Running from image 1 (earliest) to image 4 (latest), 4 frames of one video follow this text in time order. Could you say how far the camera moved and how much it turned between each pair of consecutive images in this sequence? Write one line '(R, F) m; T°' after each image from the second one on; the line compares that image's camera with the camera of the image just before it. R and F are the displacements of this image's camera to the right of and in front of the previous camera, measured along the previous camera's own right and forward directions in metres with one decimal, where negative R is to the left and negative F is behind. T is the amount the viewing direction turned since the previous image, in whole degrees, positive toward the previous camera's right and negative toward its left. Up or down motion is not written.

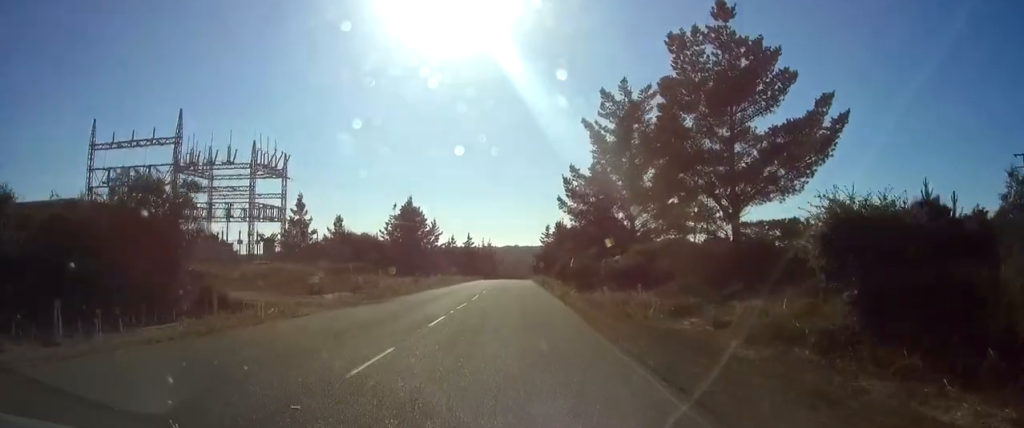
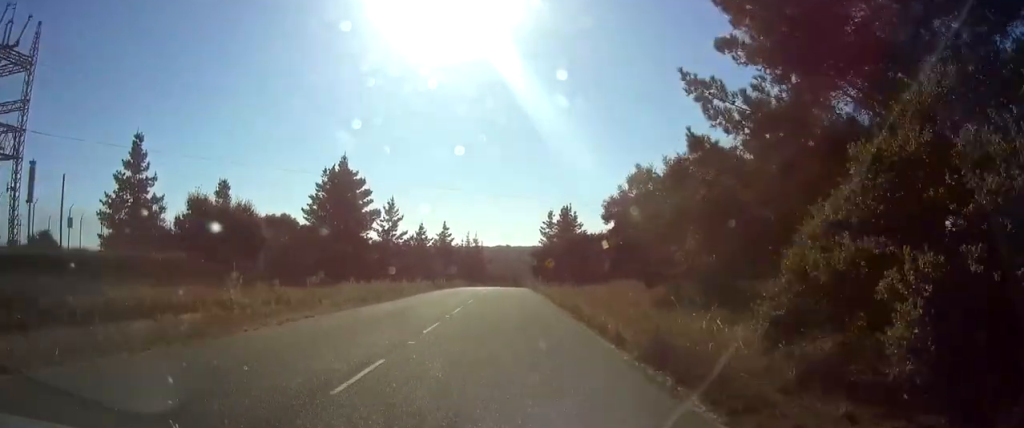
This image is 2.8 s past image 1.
(-0.4, +43.7) m; 0°
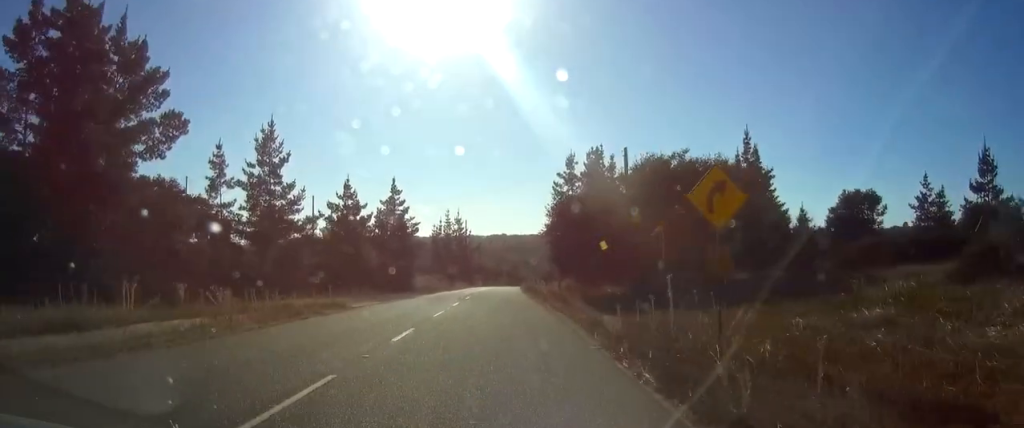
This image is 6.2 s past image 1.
(-0.4, +51.5) m; 0°
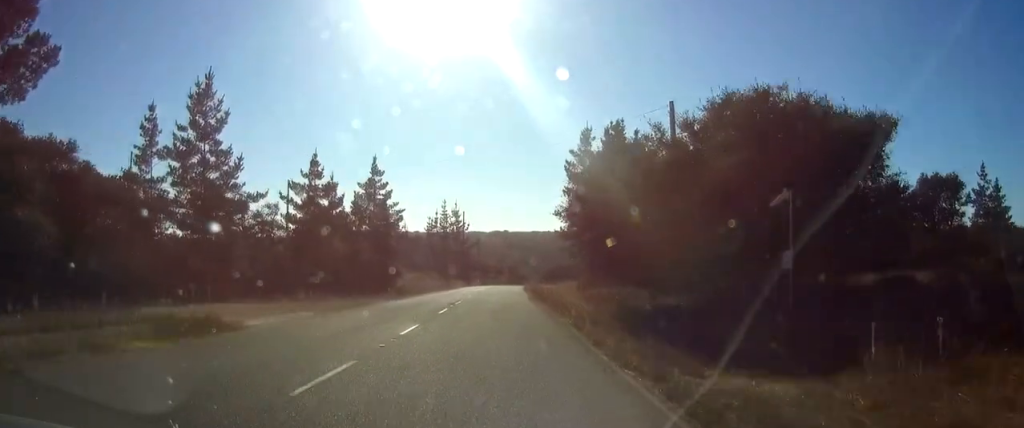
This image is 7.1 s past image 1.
(+0.2, +13.1) m; -1°
